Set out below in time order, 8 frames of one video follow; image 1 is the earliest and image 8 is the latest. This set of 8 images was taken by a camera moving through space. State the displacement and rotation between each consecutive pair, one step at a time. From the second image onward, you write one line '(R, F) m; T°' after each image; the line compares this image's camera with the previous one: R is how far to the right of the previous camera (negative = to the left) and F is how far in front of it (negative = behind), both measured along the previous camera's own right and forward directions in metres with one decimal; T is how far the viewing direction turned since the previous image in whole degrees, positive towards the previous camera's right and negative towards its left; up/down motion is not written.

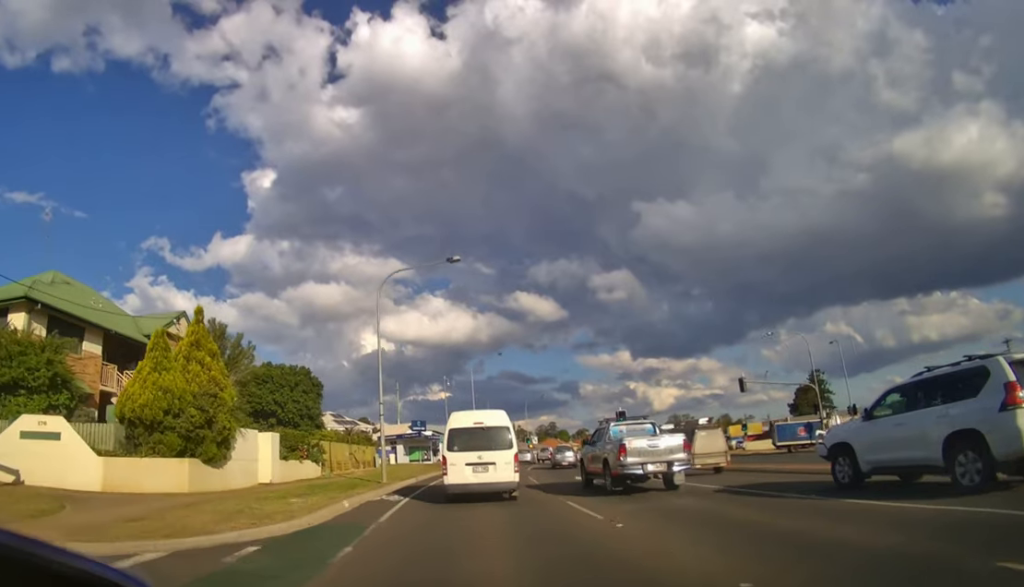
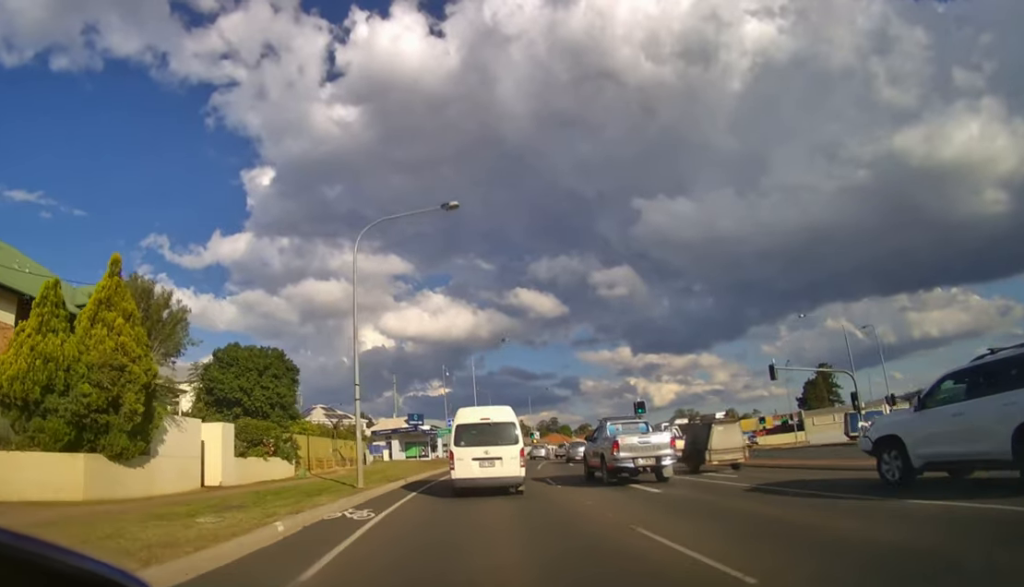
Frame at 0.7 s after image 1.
(0.0, +4.5) m; 0°
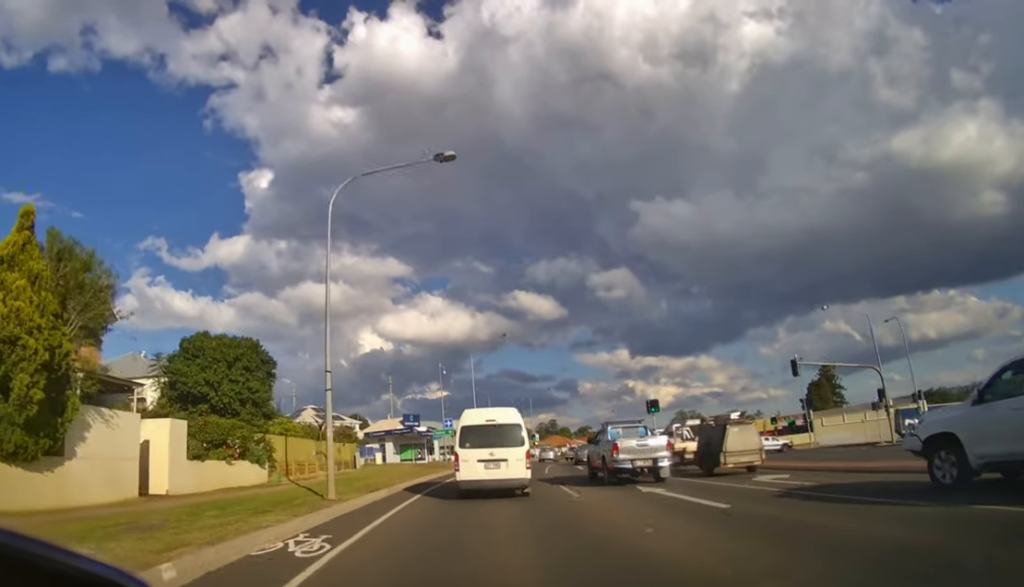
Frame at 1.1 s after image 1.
(0.0, +2.7) m; 0°
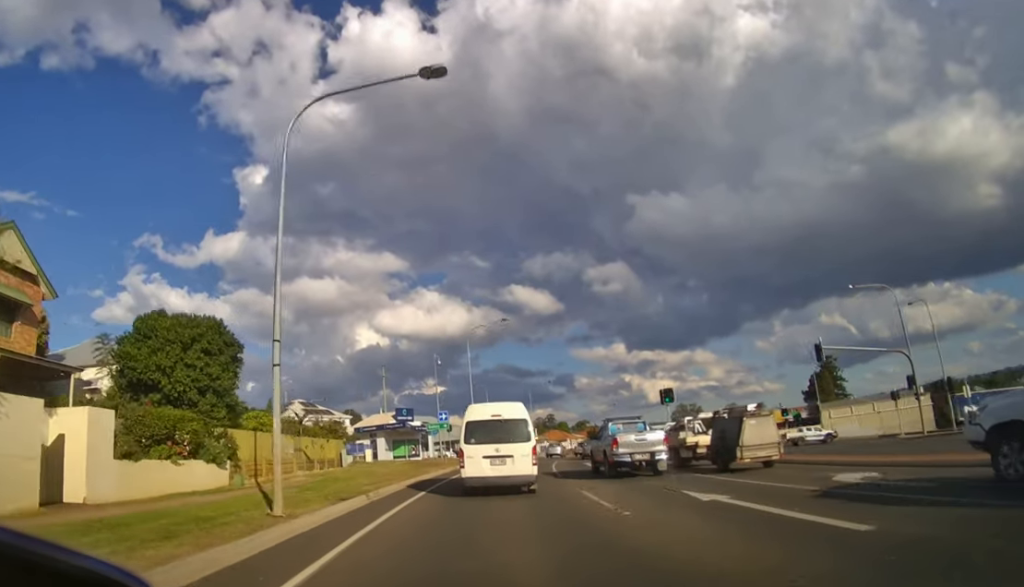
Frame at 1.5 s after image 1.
(0.0, +2.9) m; 0°
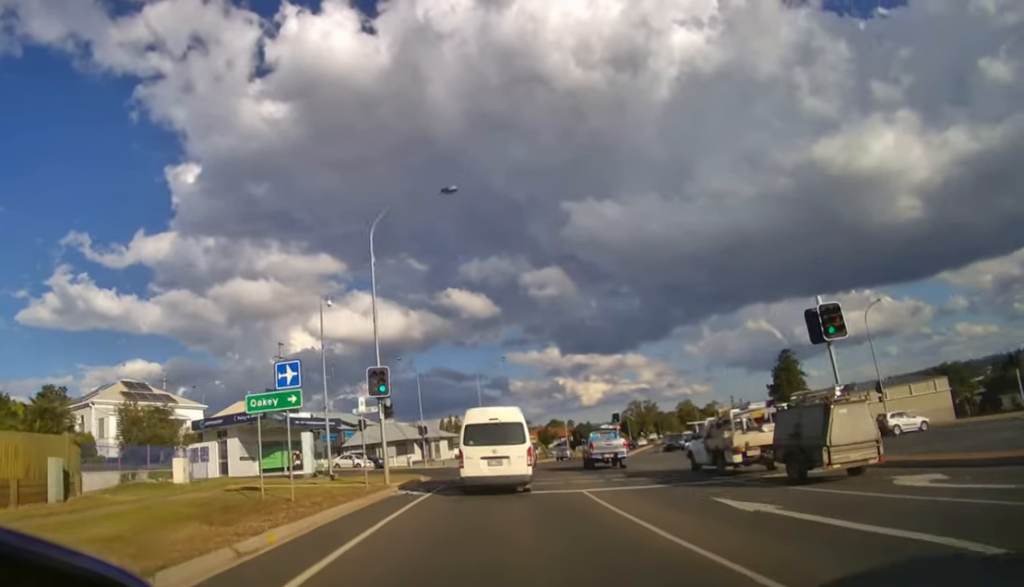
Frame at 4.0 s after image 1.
(+0.9, +20.4) m; +7°
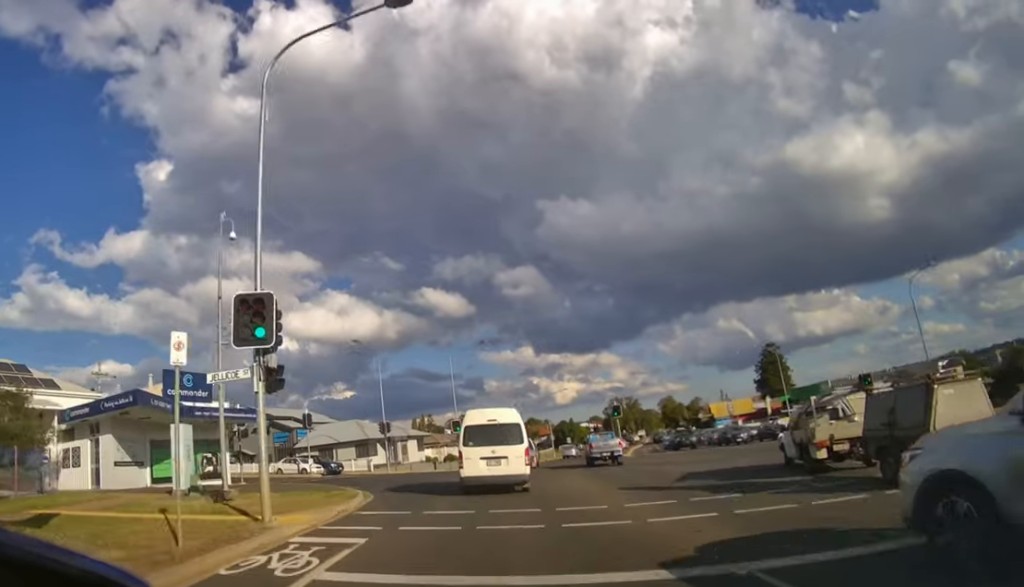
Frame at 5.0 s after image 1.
(+0.3, +8.7) m; +3°
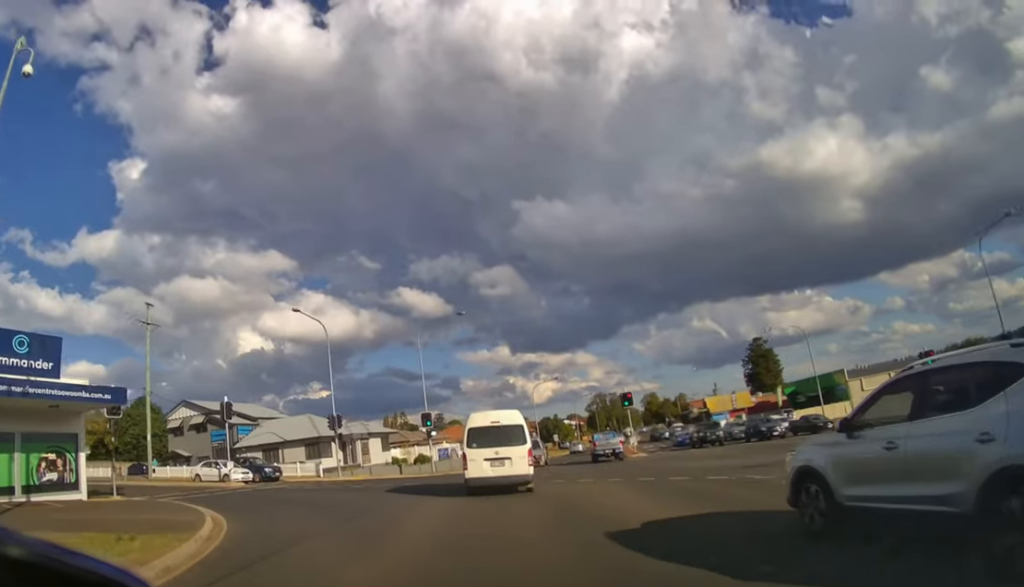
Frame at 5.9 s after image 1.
(+0.2, +9.3) m; +2°
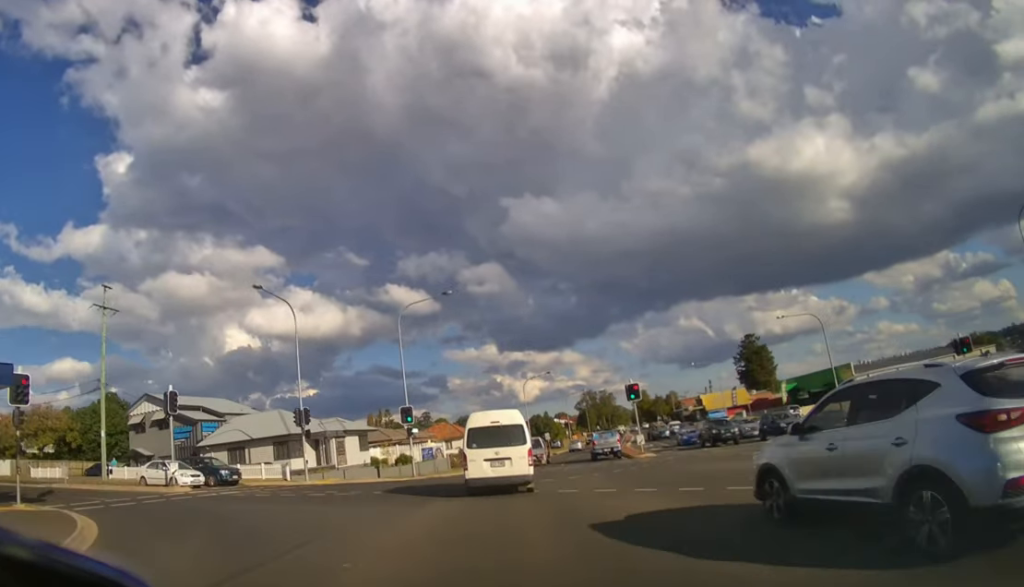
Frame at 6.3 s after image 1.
(0.0, +4.2) m; +1°
